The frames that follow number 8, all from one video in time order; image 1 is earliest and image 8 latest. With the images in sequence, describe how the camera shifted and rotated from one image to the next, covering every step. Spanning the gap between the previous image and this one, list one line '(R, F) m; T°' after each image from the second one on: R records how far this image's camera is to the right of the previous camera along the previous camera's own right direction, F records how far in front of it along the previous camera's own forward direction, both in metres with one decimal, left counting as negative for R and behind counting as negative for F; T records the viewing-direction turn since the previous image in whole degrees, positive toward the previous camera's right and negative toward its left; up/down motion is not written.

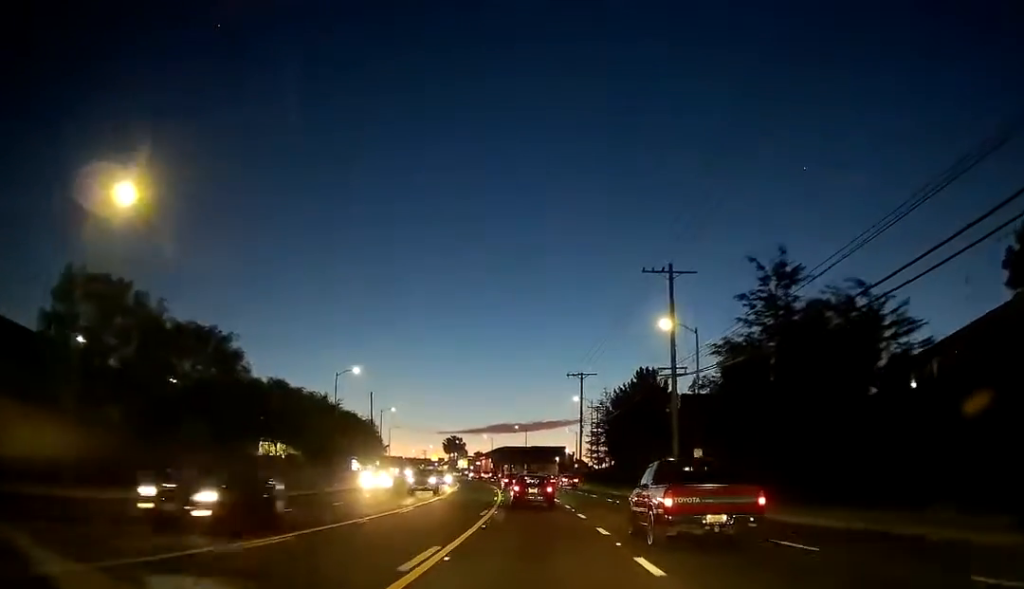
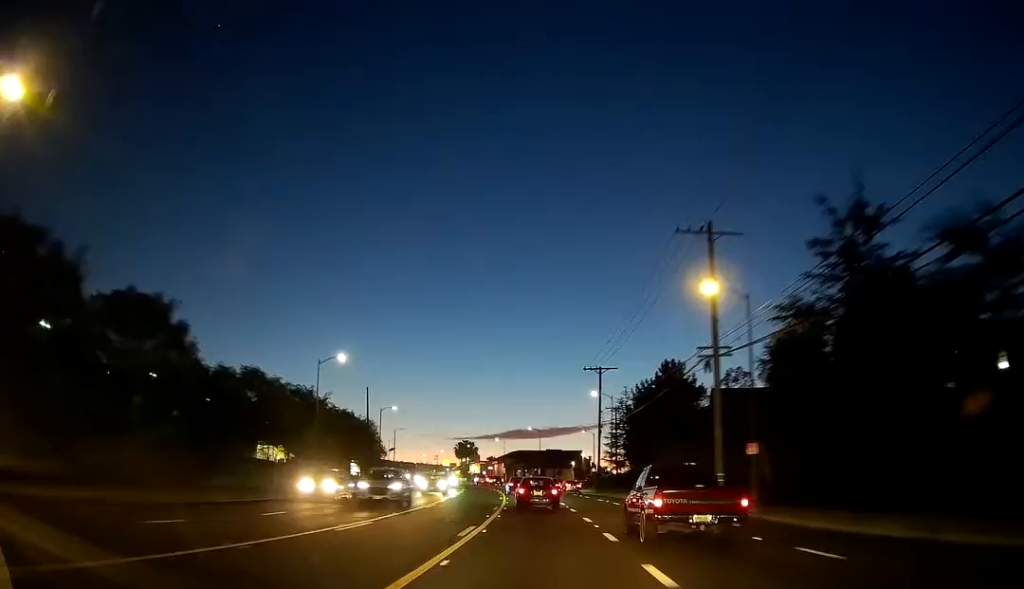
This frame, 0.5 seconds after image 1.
(-0.2, +9.0) m; -1°
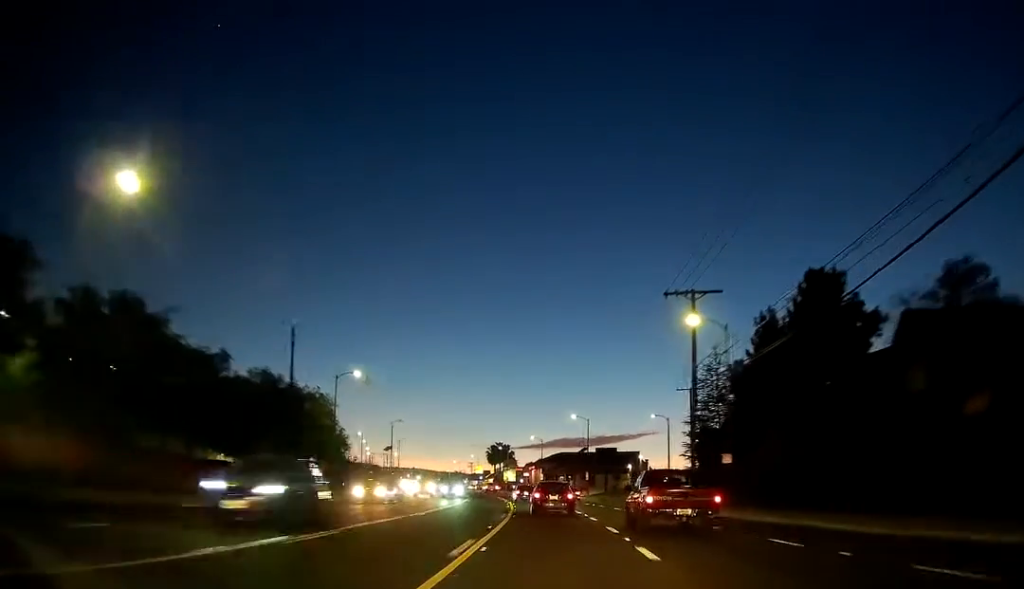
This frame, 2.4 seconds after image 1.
(-1.1, +33.8) m; -4°
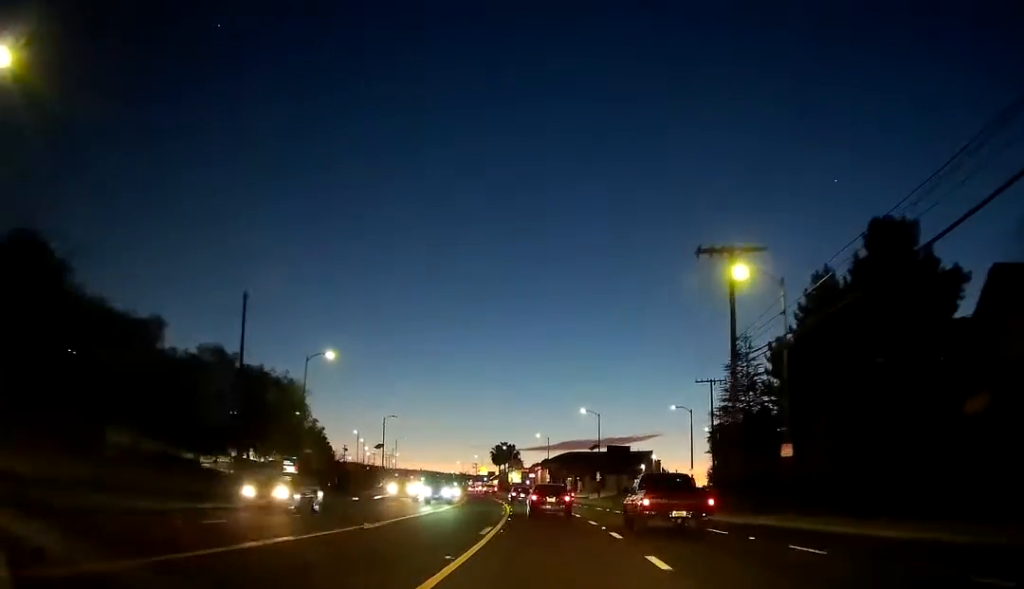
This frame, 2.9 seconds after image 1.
(-0.1, +9.1) m; -1°
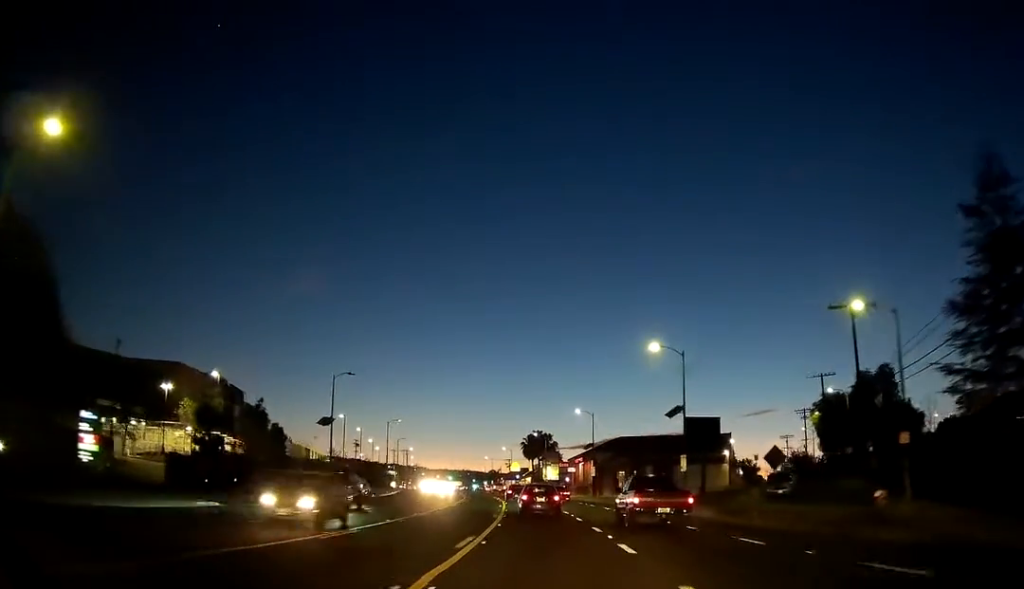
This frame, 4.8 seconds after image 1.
(-0.8, +35.4) m; -4°
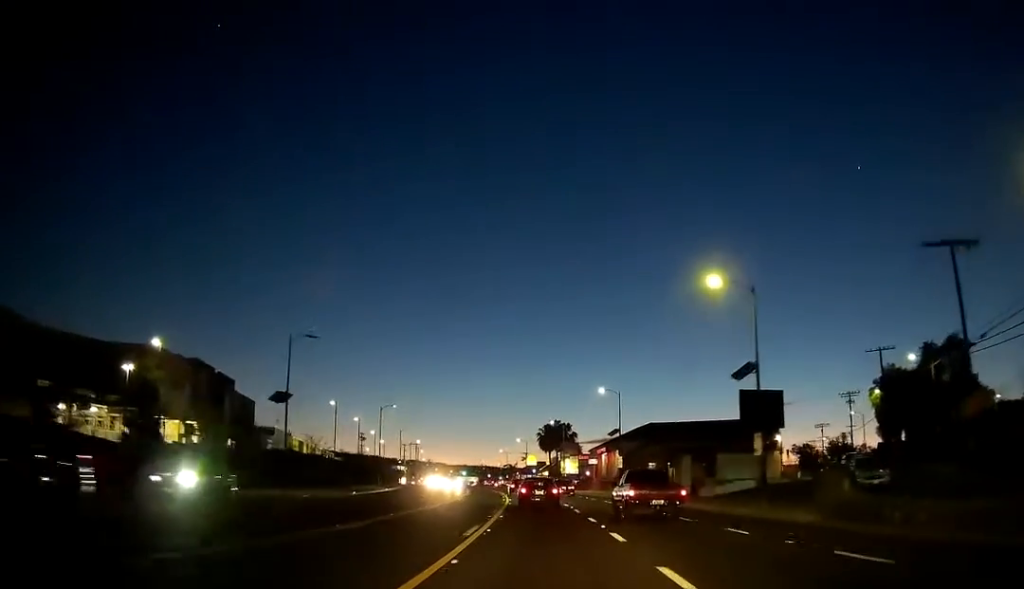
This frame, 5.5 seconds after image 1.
(-0.3, +13.3) m; -1°
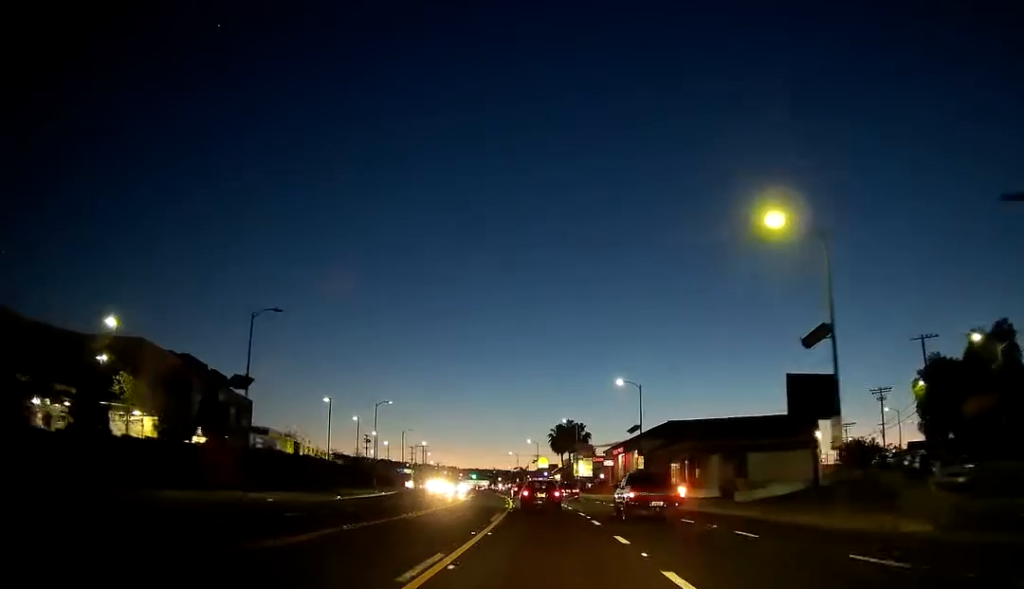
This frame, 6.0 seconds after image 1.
(-0.1, +8.5) m; -1°
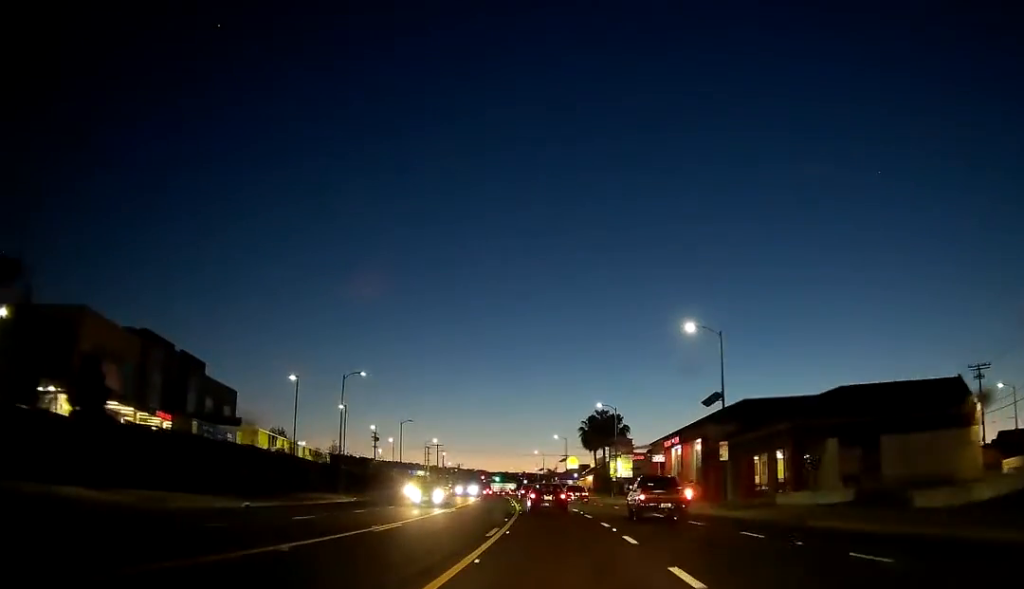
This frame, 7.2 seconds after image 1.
(-0.1, +21.8) m; -2°
